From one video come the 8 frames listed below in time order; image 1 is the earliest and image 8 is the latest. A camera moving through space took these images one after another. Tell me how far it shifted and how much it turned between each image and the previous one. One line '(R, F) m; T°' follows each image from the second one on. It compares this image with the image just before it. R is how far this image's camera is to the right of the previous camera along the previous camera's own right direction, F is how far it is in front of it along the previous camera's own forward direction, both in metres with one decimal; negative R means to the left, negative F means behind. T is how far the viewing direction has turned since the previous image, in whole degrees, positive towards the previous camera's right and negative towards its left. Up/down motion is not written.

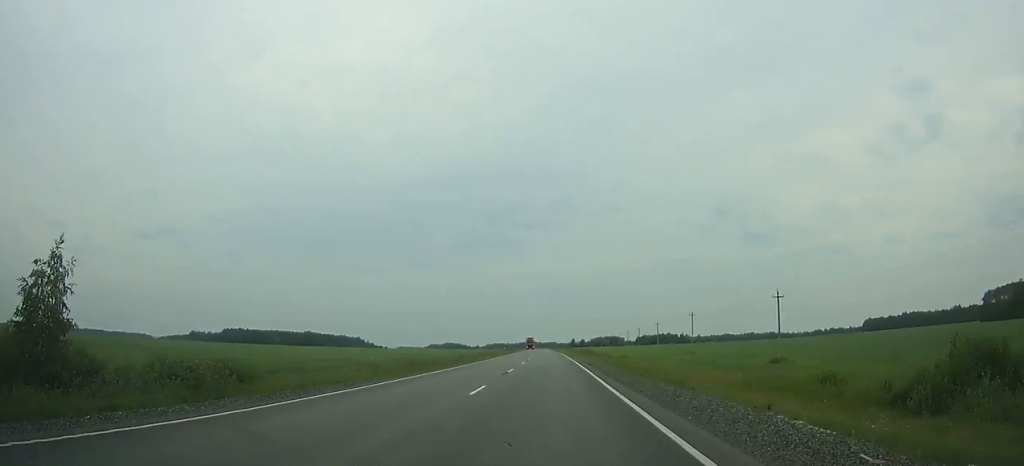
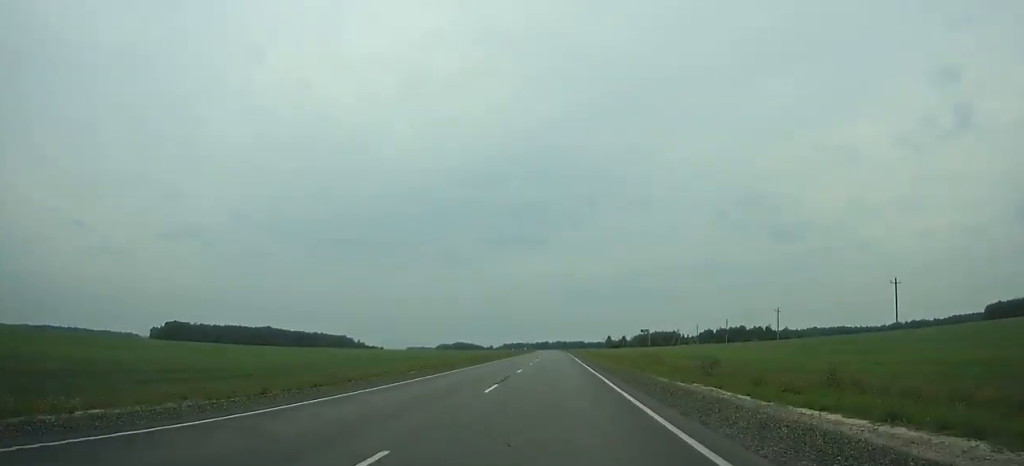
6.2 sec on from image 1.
(-4.8, +210.8) m; -2°
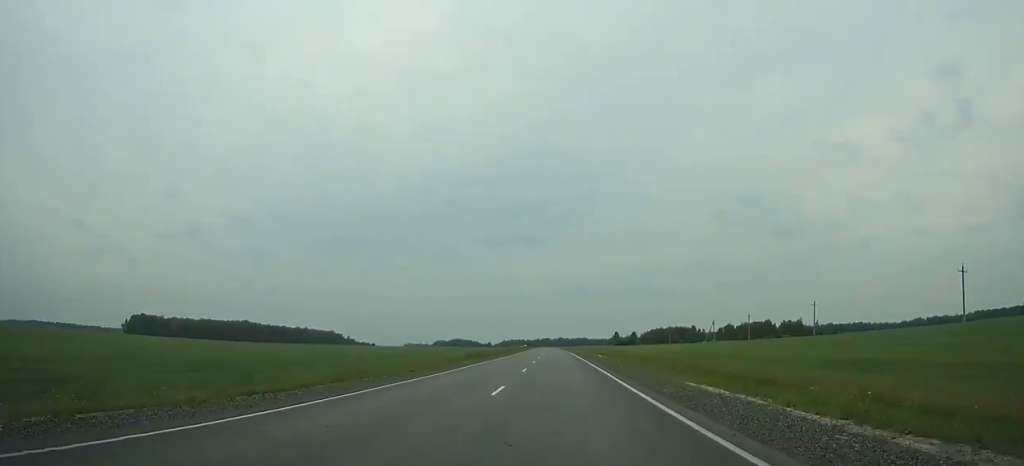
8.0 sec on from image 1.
(-0.1, +59.5) m; 0°
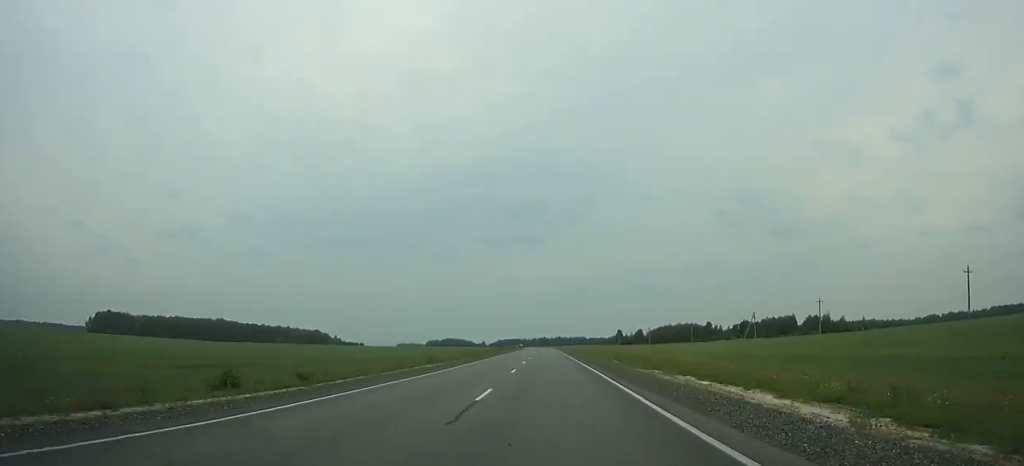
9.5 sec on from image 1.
(0.0, +49.9) m; 0°
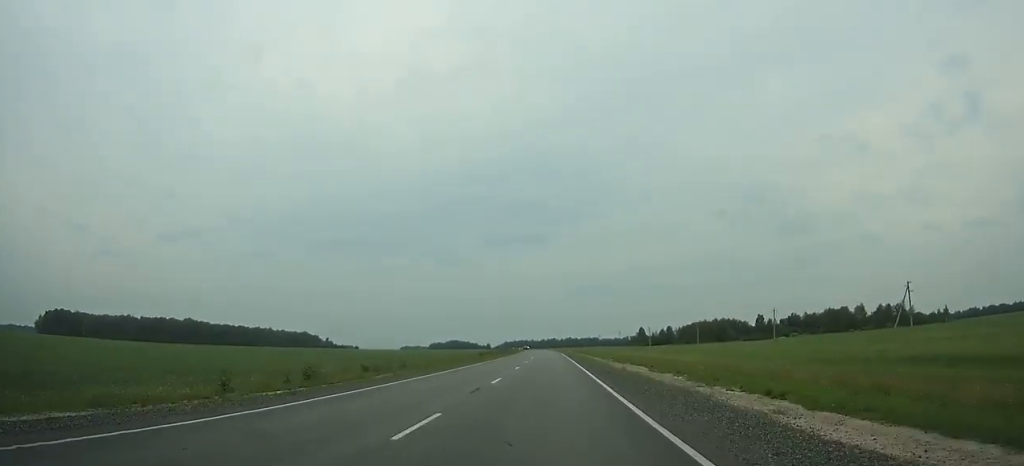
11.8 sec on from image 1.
(-0.3, +80.0) m; -1°
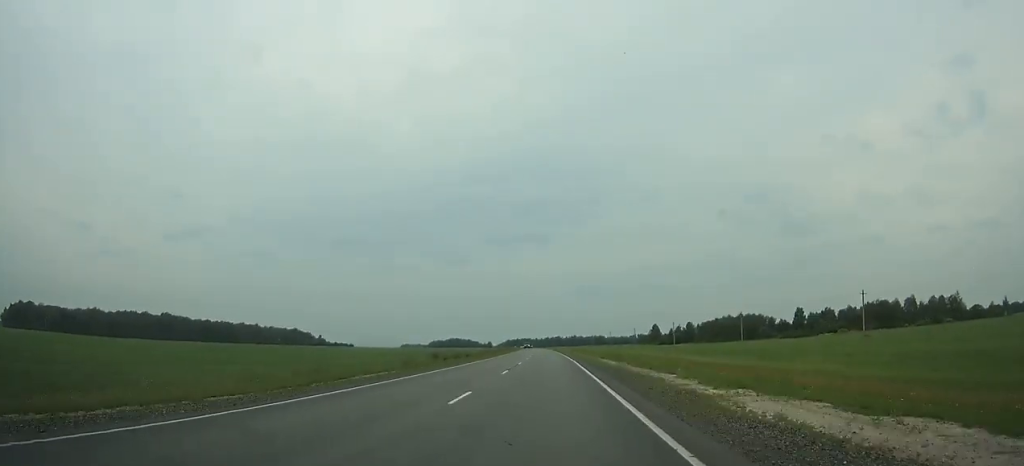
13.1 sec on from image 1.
(-0.3, +45.0) m; -1°
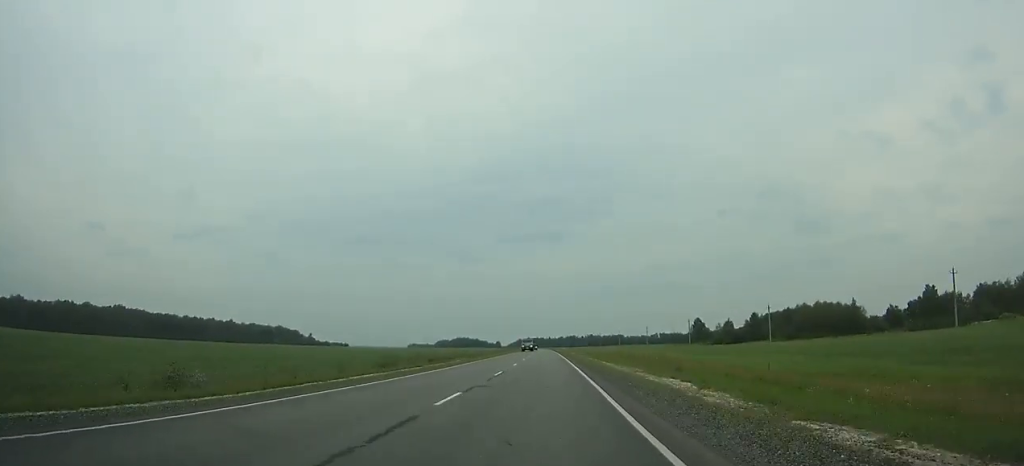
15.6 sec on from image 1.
(-0.8, +86.5) m; -1°
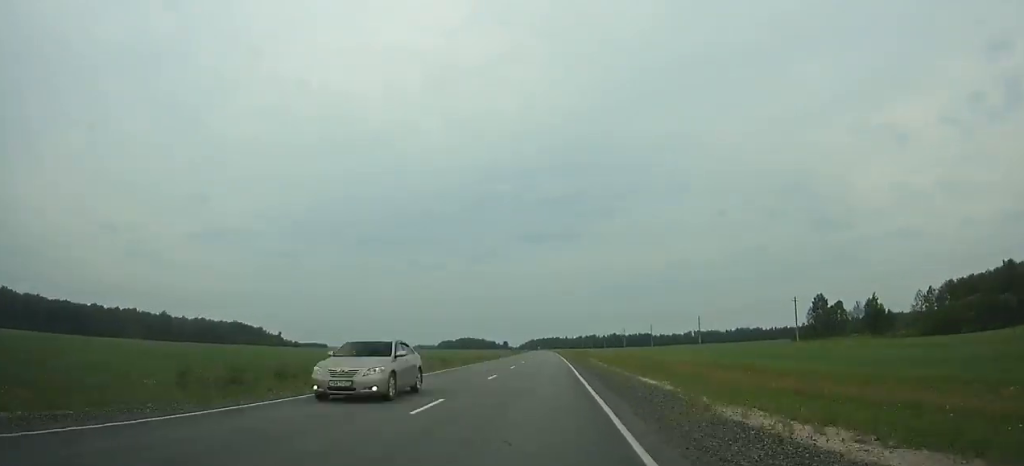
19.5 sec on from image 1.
(-2.2, +131.2) m; -2°
